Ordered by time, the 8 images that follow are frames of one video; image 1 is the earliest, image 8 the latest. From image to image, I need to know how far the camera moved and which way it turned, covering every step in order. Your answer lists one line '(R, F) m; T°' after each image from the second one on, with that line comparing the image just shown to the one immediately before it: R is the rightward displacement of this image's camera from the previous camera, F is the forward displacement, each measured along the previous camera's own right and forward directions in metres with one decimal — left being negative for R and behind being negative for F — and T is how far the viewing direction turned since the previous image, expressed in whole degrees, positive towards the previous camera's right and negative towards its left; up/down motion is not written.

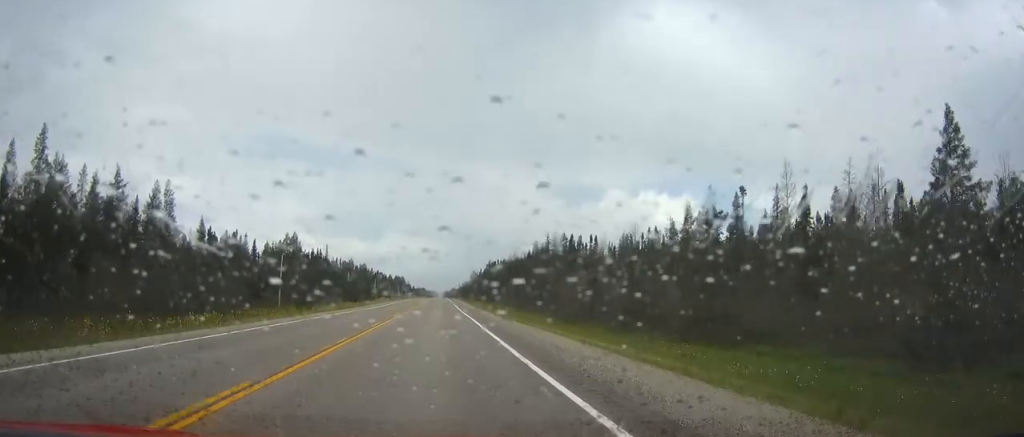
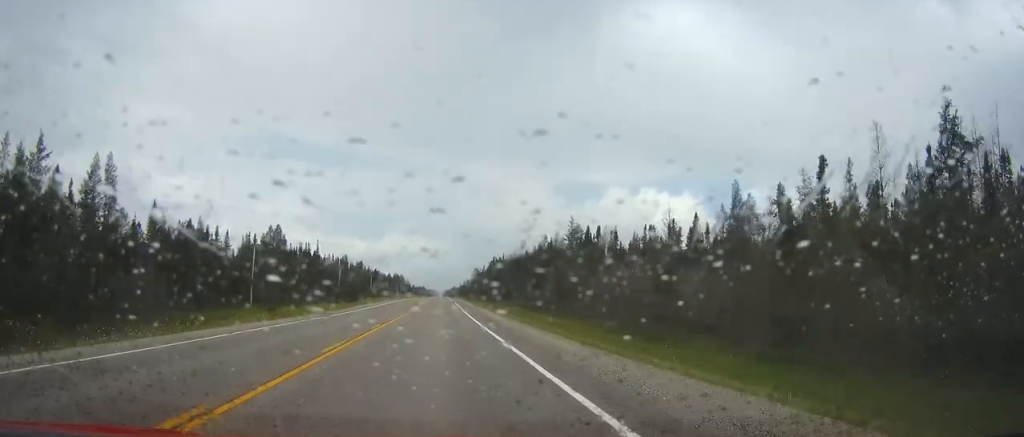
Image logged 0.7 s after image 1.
(+0.7, +19.8) m; +2°
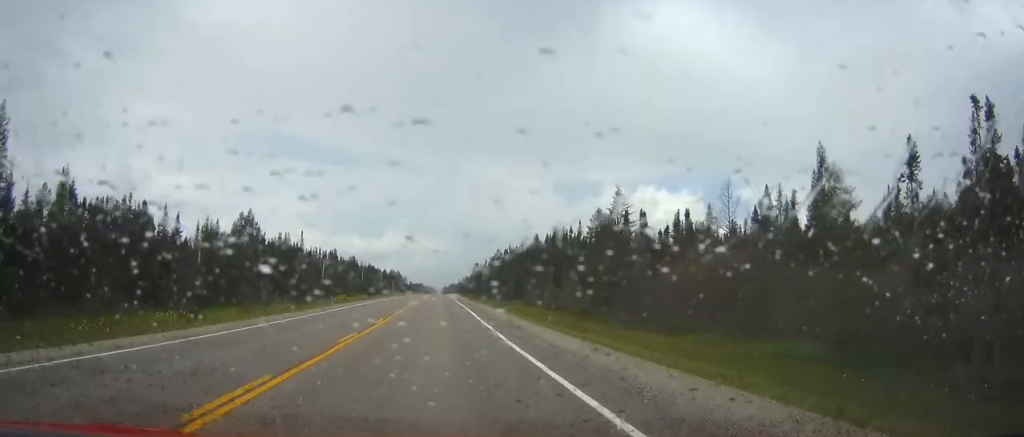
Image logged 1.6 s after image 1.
(+0.1, +24.4) m; 0°
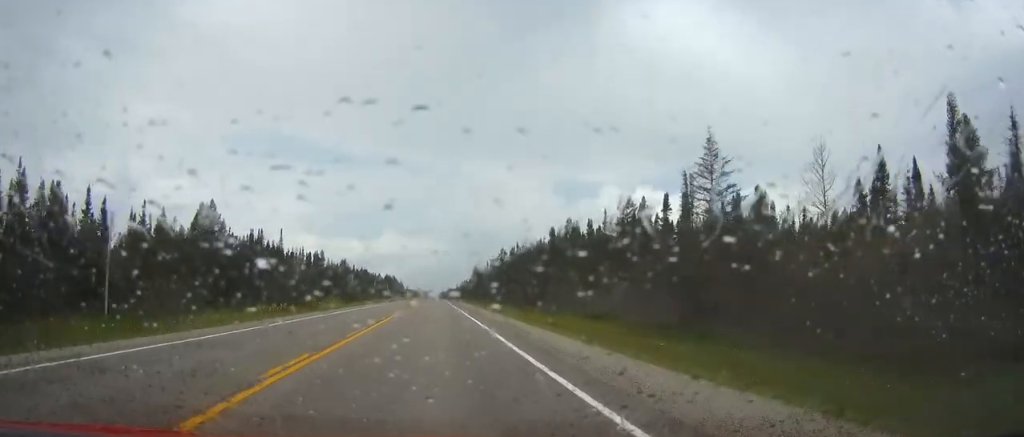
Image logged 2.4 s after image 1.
(0.0, +24.4) m; 0°
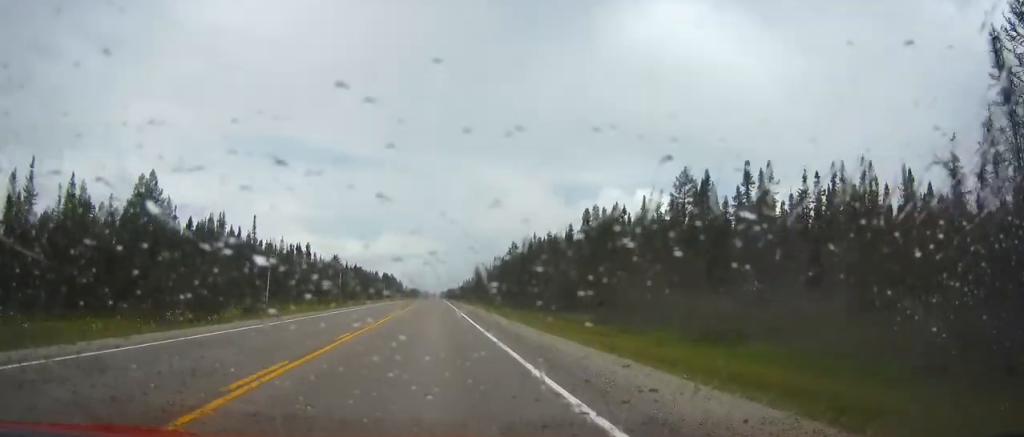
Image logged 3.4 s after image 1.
(0.0, +28.2) m; 0°
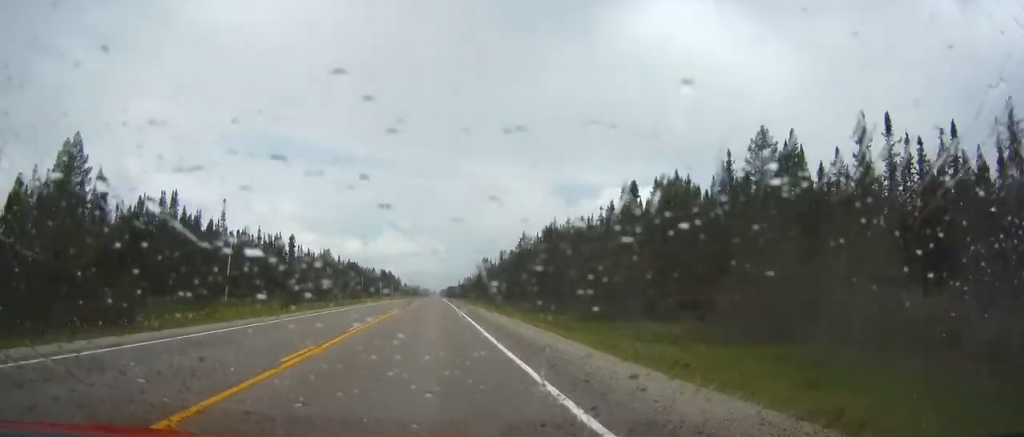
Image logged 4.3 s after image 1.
(0.0, +23.5) m; 0°
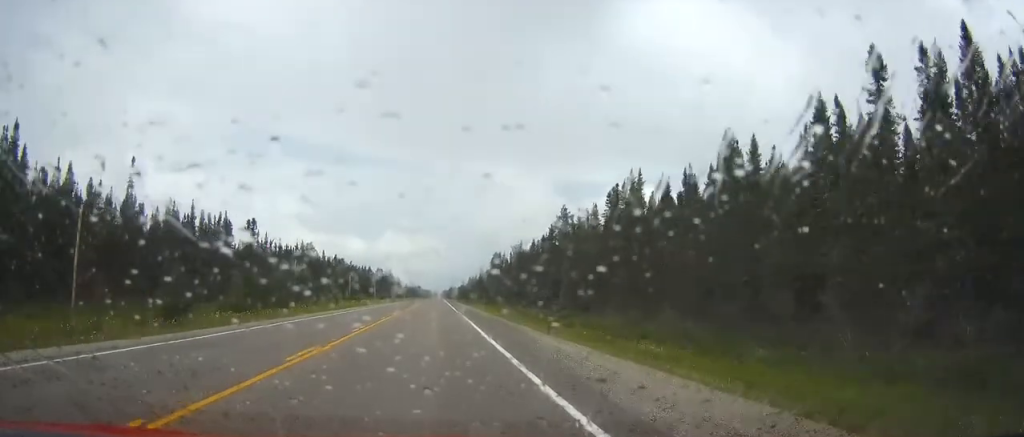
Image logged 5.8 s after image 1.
(-0.1, +44.4) m; 0°
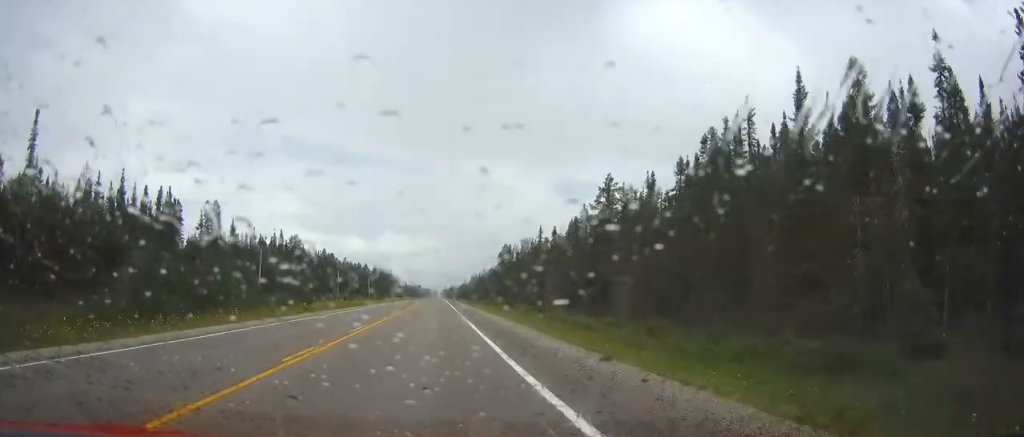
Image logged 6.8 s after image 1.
(0.0, +27.5) m; 0°
